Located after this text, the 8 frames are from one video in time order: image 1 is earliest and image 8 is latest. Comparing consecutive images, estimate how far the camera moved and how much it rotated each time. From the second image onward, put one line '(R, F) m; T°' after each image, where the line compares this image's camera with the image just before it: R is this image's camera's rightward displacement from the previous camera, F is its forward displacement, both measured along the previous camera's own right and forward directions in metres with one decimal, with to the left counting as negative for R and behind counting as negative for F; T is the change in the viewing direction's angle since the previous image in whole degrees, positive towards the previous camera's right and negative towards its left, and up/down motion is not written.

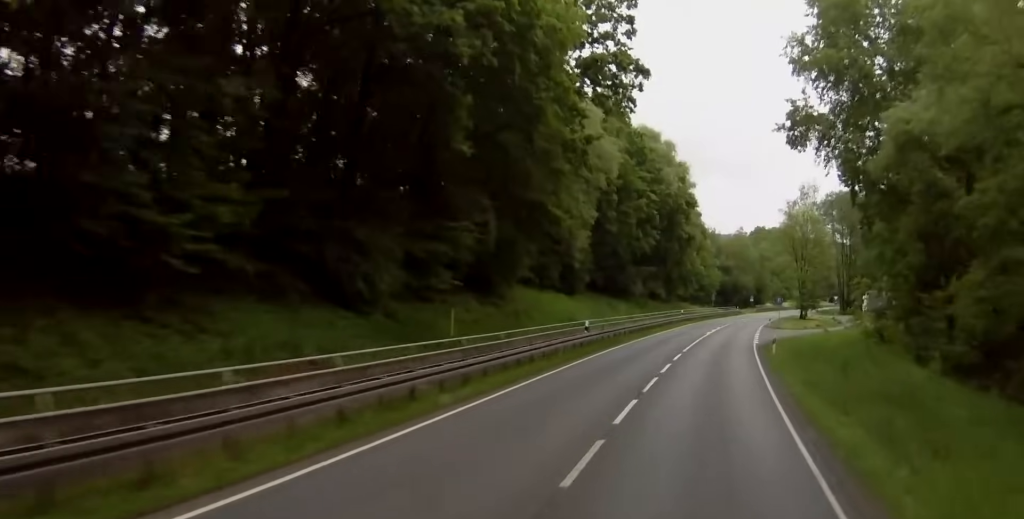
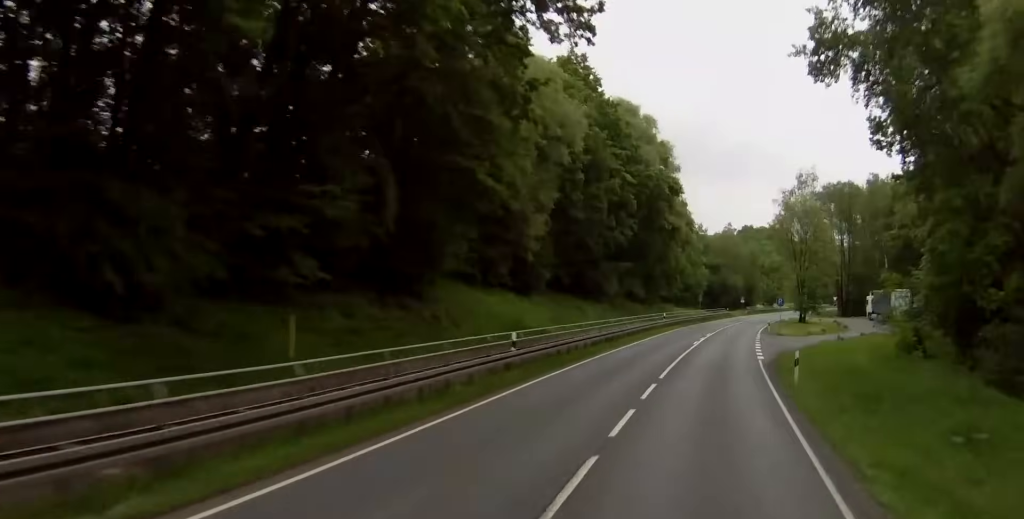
(-0.1, +12.3) m; 0°
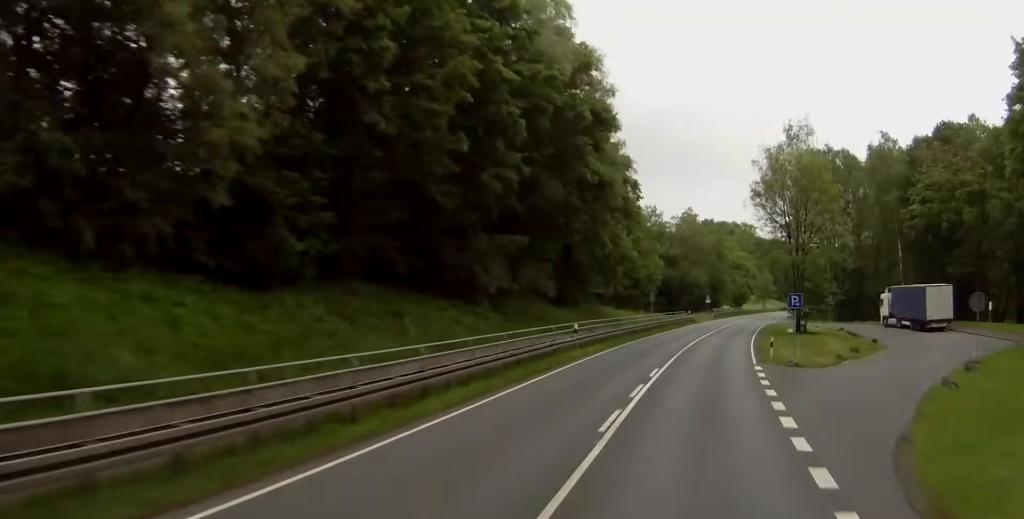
(+0.2, +27.1) m; +2°
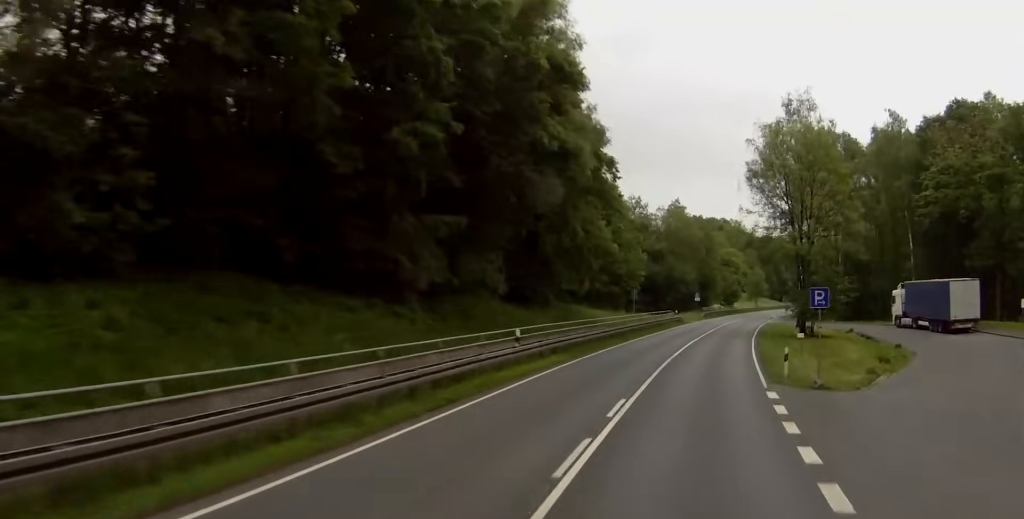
(0.0, +8.1) m; +1°
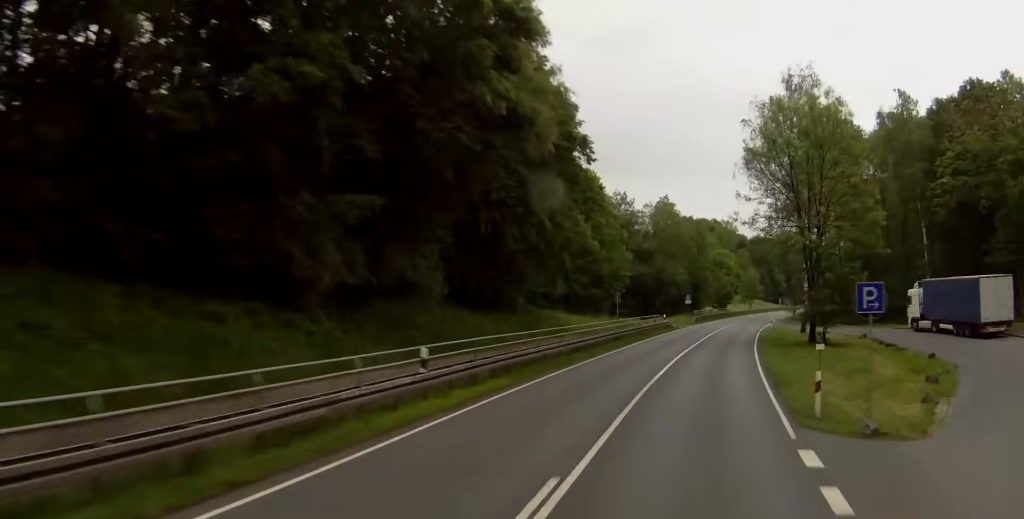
(+0.1, +7.4) m; +1°
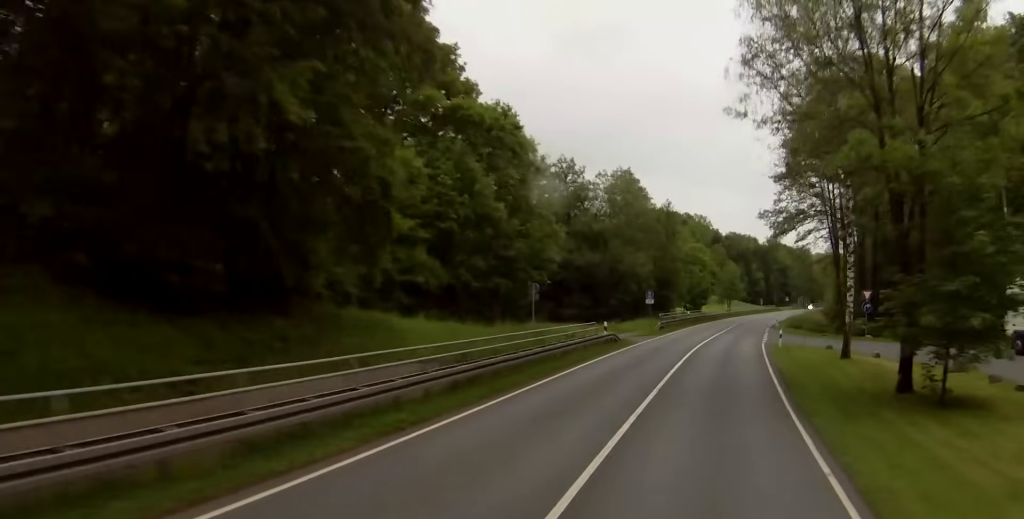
(+0.6, +26.7) m; +2°
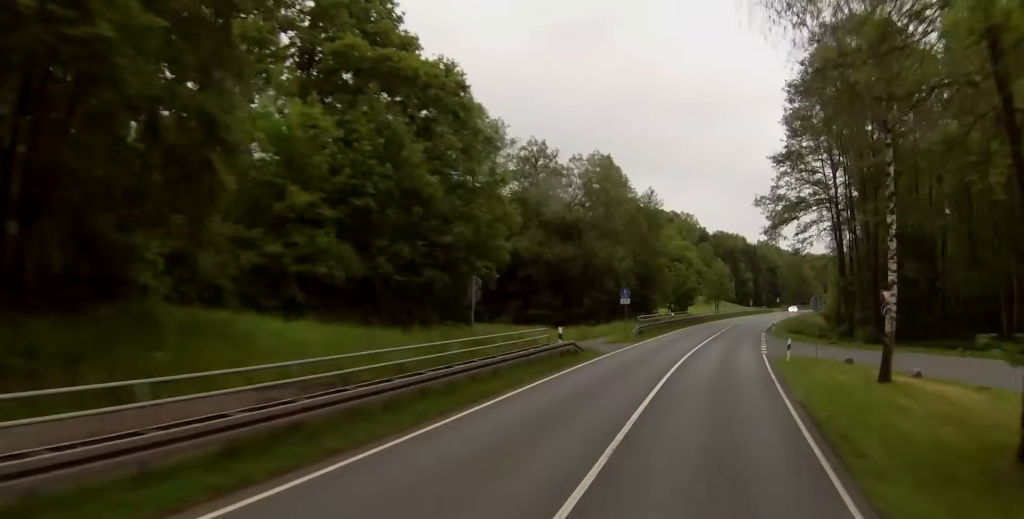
(0.0, +11.1) m; 0°
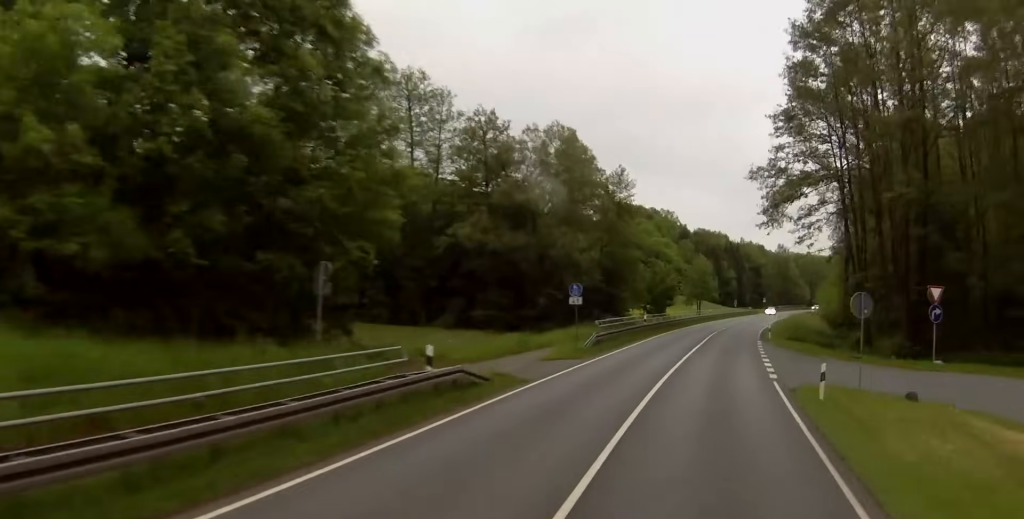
(0.0, +14.5) m; +1°
